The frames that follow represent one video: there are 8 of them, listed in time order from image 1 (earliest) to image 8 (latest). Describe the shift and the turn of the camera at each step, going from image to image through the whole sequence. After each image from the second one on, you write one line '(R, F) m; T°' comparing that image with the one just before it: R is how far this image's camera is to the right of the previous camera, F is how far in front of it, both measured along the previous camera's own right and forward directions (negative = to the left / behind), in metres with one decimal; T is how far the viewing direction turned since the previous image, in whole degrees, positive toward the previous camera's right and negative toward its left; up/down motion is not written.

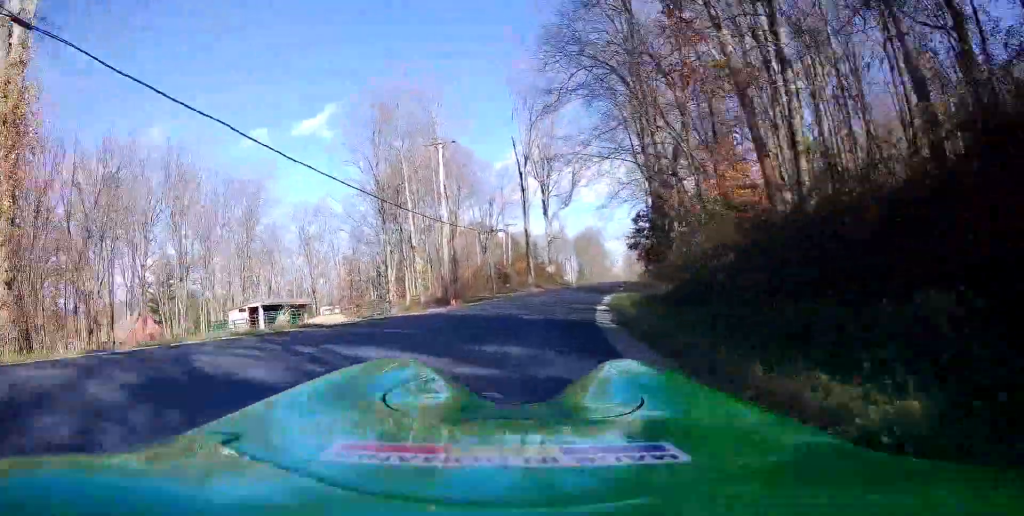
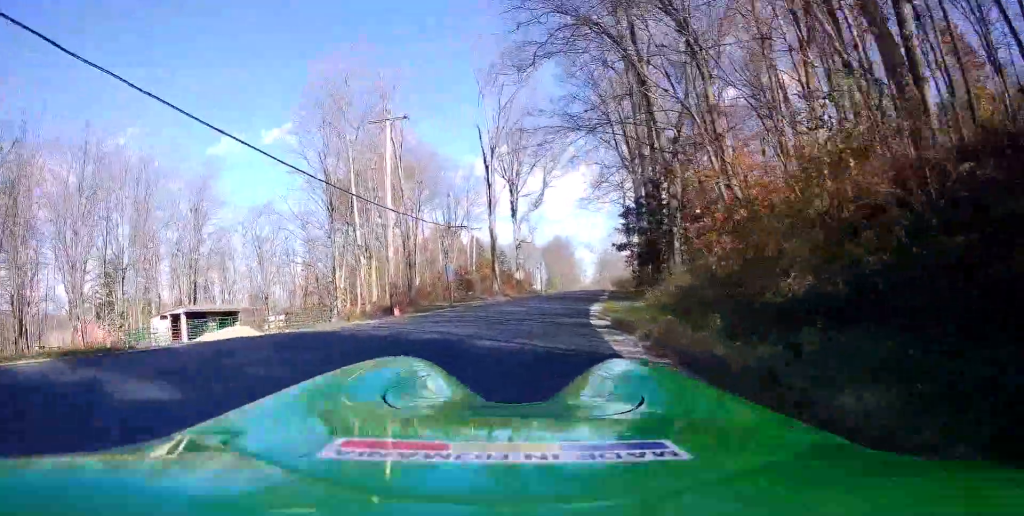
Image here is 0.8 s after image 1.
(-0.3, +8.5) m; -3°
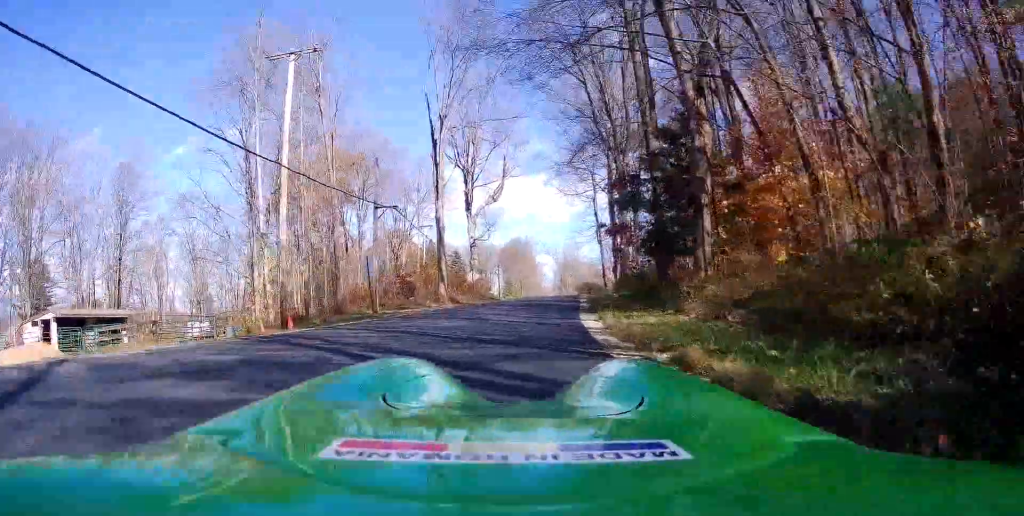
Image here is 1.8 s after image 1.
(-0.3, +10.1) m; +9°
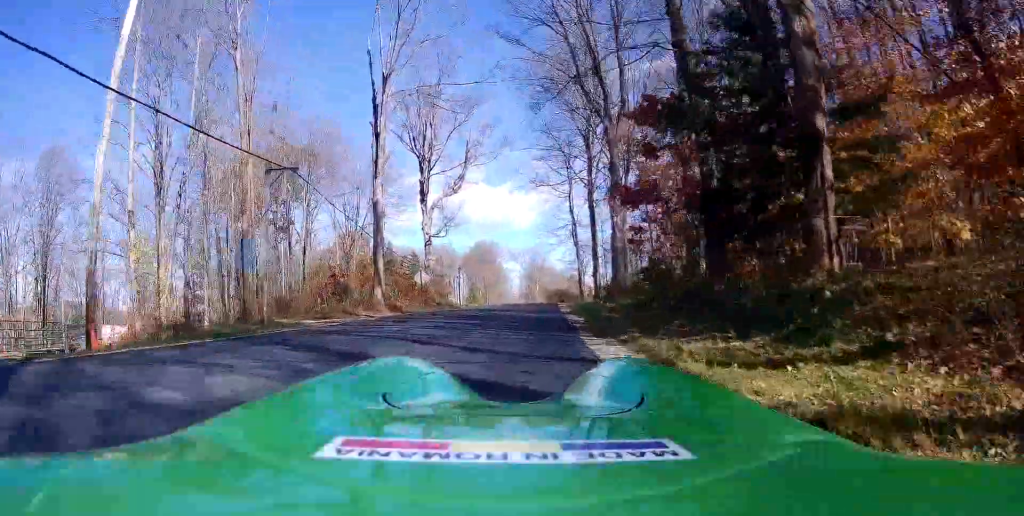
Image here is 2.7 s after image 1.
(+1.6, +9.4) m; +20°
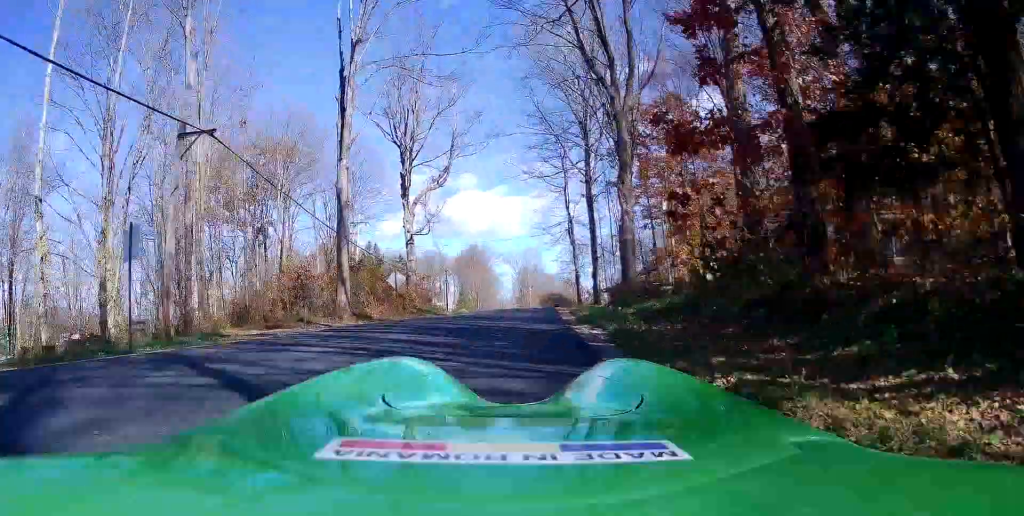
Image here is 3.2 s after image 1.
(+1.2, +6.1) m; +3°
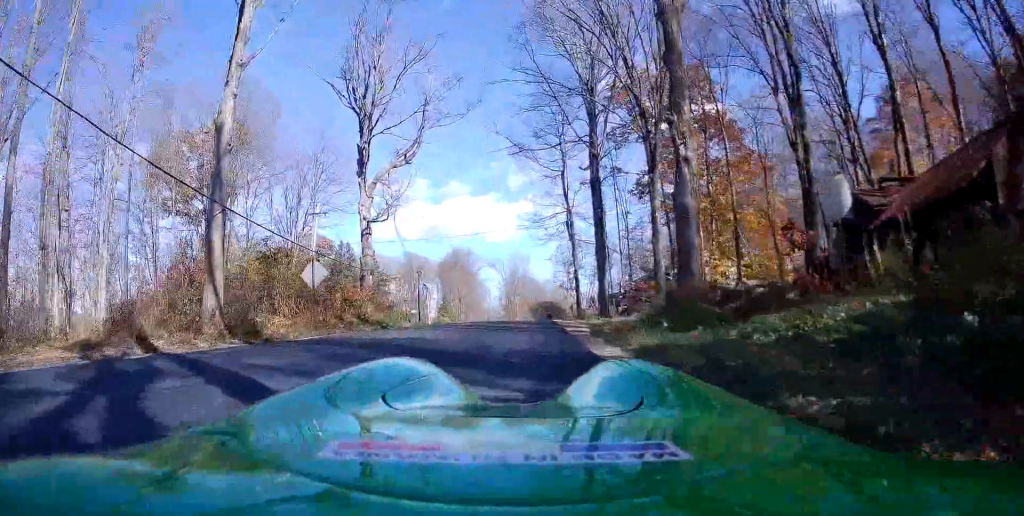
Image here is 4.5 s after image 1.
(-0.5, +12.1) m; -4°
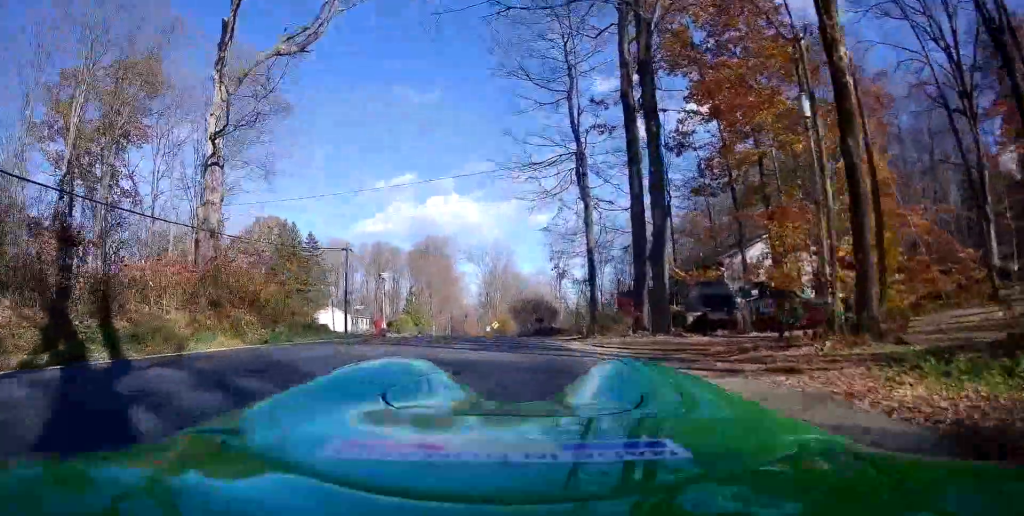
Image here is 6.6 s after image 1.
(+0.5, +15.7) m; +7°
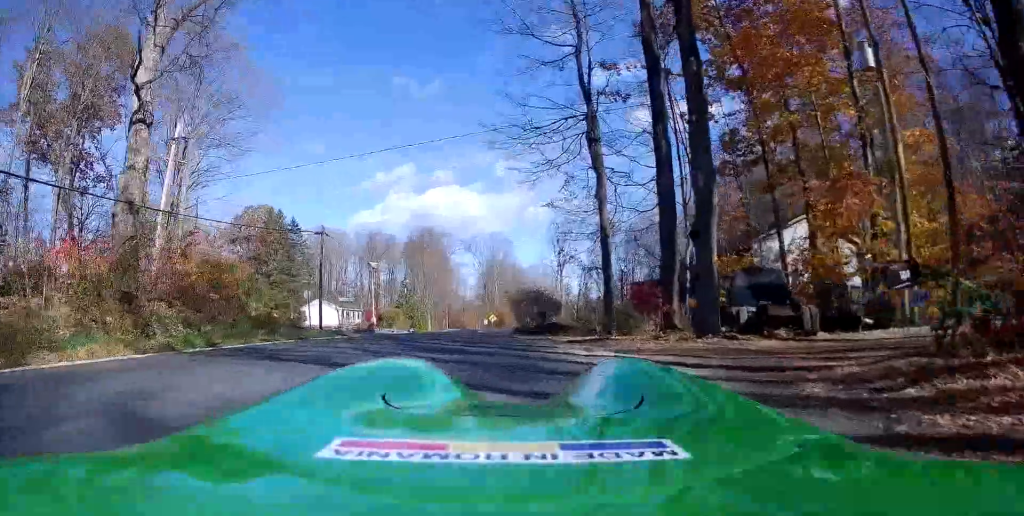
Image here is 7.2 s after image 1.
(+0.4, +5.8) m; -5°
